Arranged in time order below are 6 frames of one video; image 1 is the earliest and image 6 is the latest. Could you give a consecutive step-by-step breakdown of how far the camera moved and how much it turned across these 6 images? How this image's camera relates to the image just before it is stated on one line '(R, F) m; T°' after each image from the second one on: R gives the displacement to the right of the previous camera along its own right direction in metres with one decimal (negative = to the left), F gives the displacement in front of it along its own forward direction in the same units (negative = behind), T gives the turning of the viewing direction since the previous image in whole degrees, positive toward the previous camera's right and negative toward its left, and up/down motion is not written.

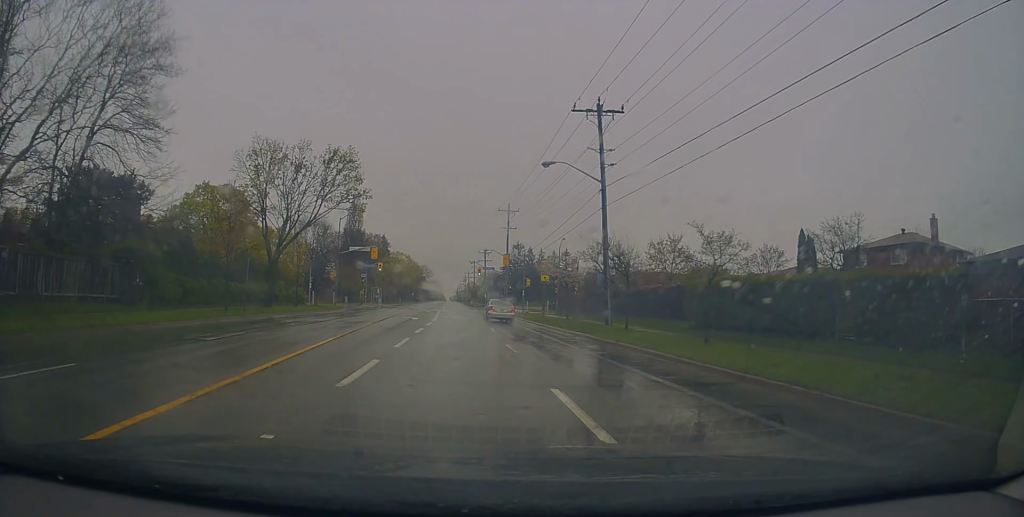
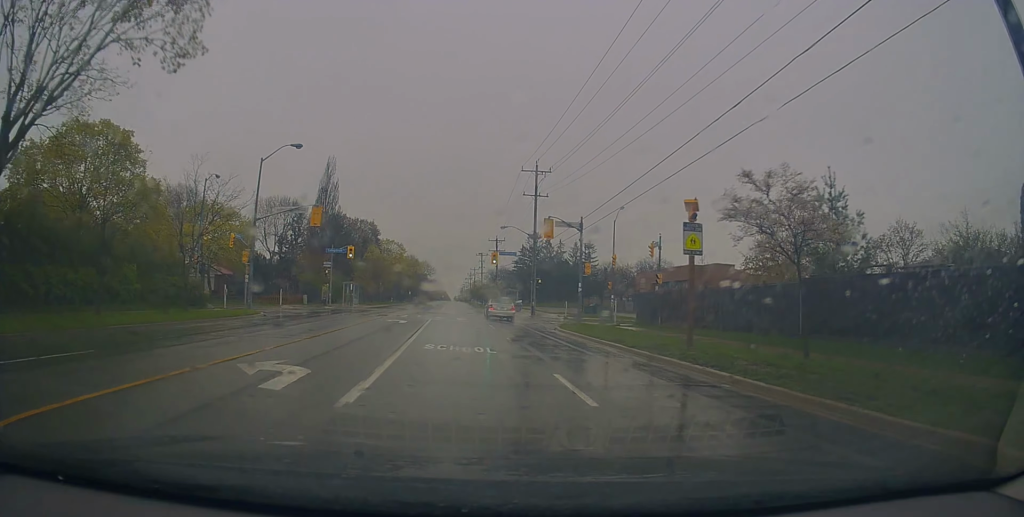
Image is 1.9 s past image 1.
(-0.7, +25.1) m; -1°
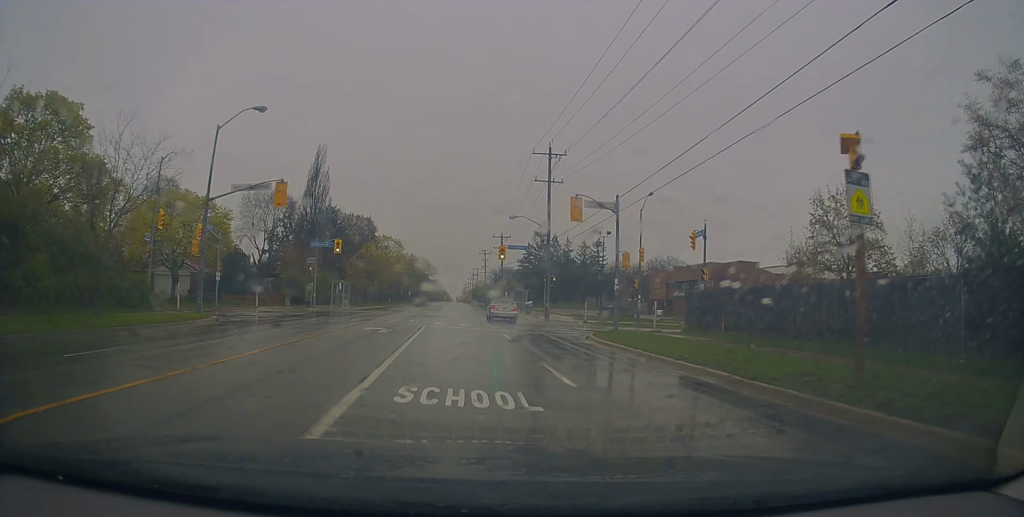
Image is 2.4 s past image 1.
(0.0, +7.0) m; 0°
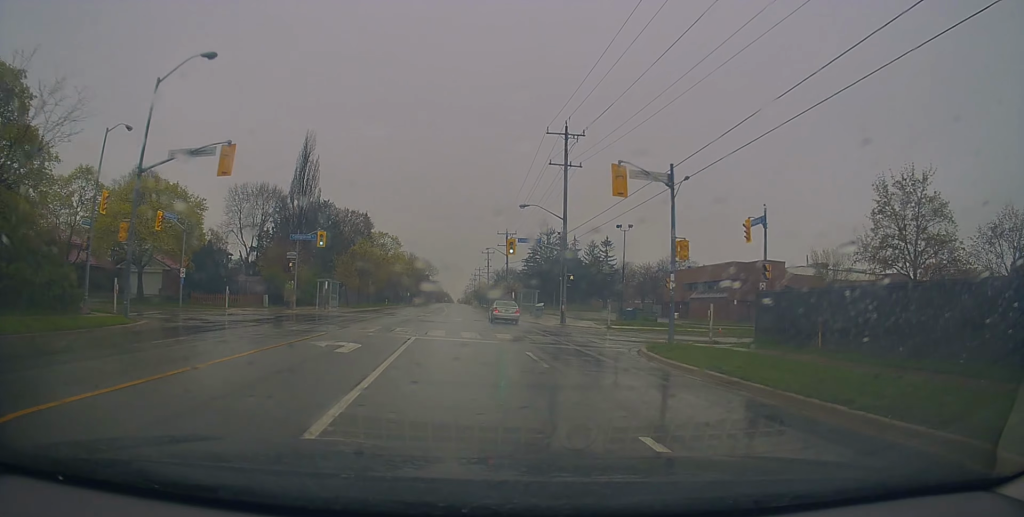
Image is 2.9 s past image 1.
(0.0, +6.7) m; 0°
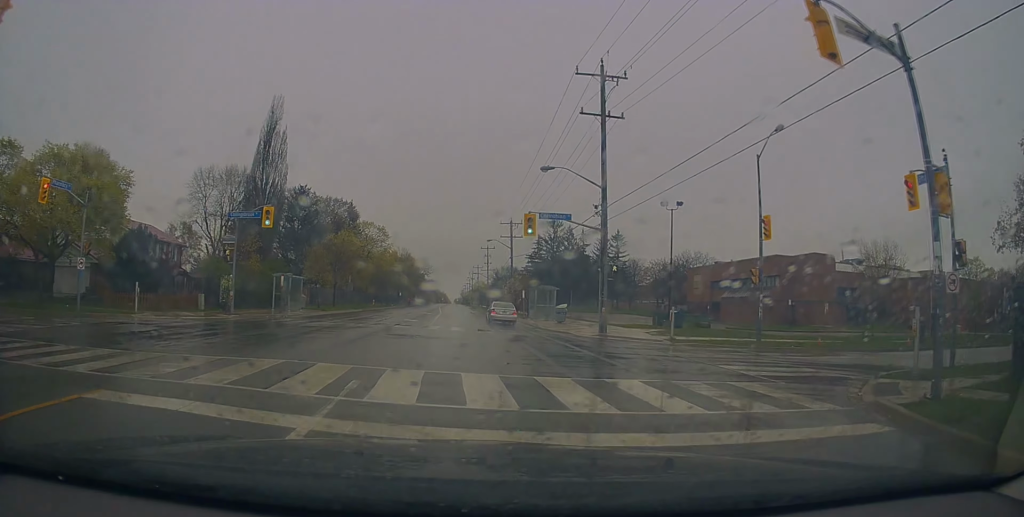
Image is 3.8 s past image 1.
(-0.1, +12.5) m; 0°
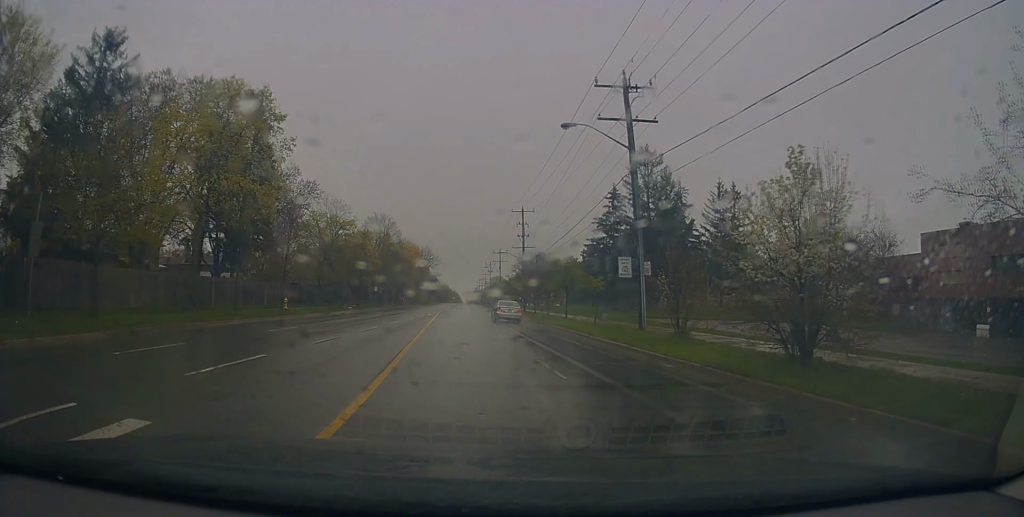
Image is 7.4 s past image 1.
(+0.2, +49.5) m; -1°
